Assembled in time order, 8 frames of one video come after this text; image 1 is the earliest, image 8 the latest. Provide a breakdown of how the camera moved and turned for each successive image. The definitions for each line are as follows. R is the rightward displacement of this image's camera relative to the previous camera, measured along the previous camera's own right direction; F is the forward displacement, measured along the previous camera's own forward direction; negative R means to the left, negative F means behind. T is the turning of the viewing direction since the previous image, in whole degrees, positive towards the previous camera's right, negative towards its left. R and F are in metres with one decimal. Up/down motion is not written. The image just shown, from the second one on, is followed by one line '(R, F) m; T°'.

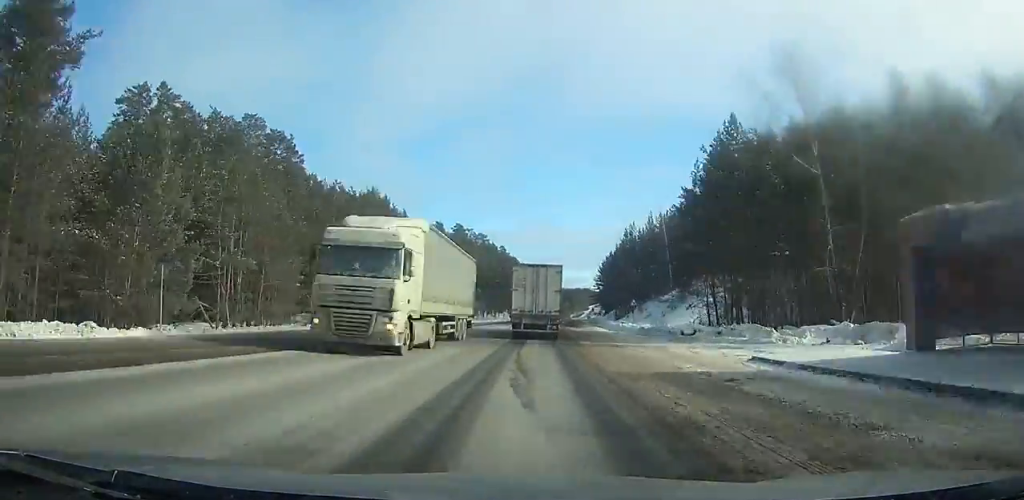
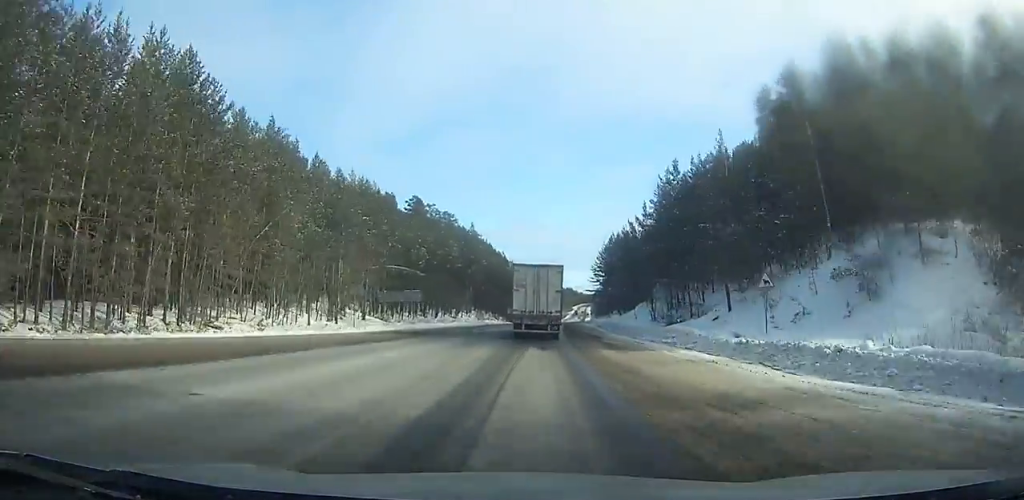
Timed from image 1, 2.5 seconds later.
(+1.0, +40.5) m; +2°
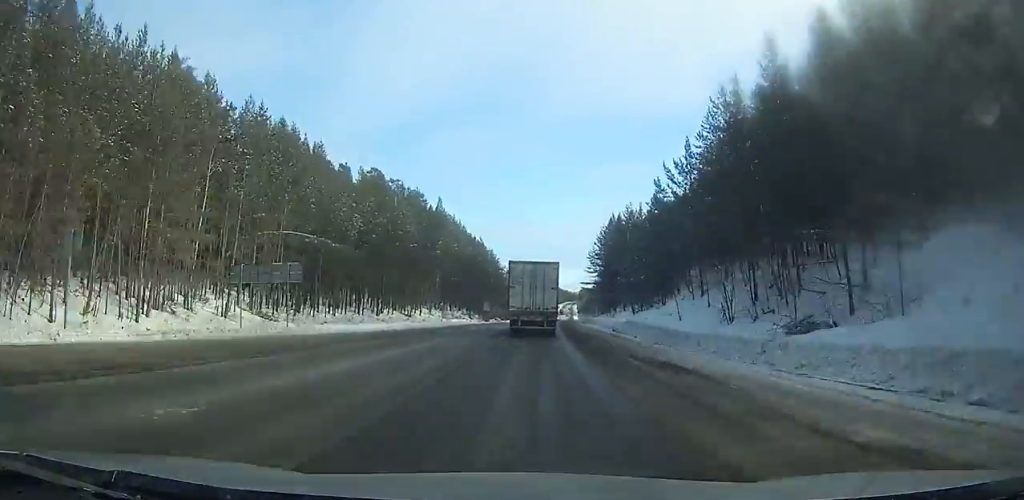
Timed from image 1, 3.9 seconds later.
(+0.3, +23.0) m; +1°
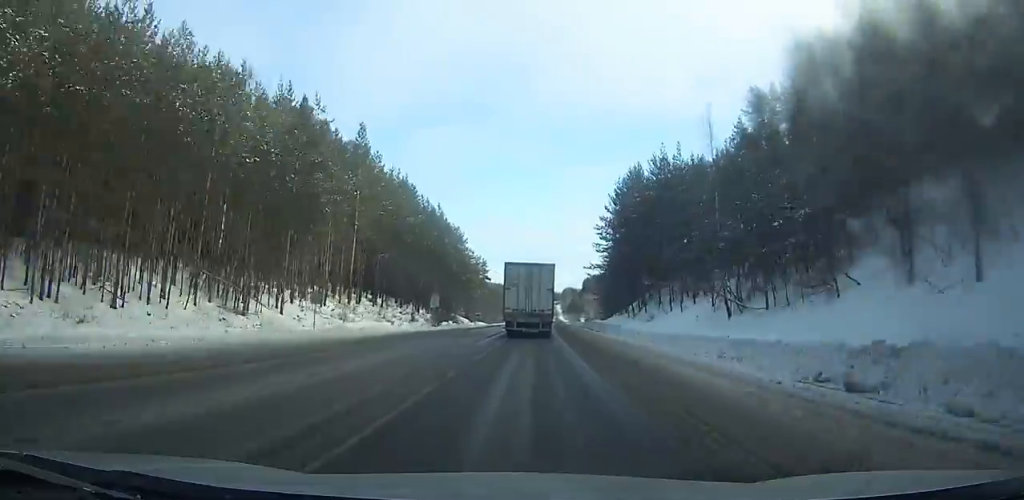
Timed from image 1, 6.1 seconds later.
(+0.4, +36.4) m; +2°
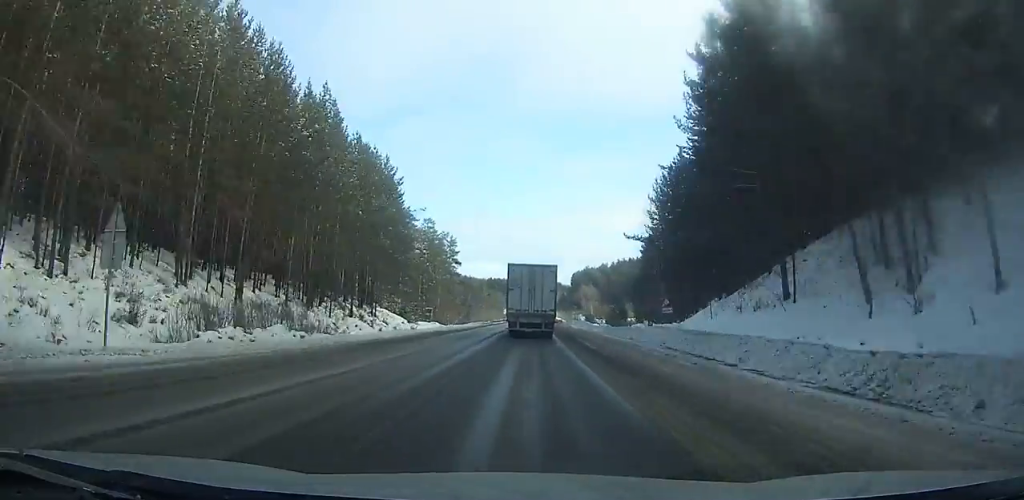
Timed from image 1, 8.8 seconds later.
(+0.8, +45.4) m; +1°
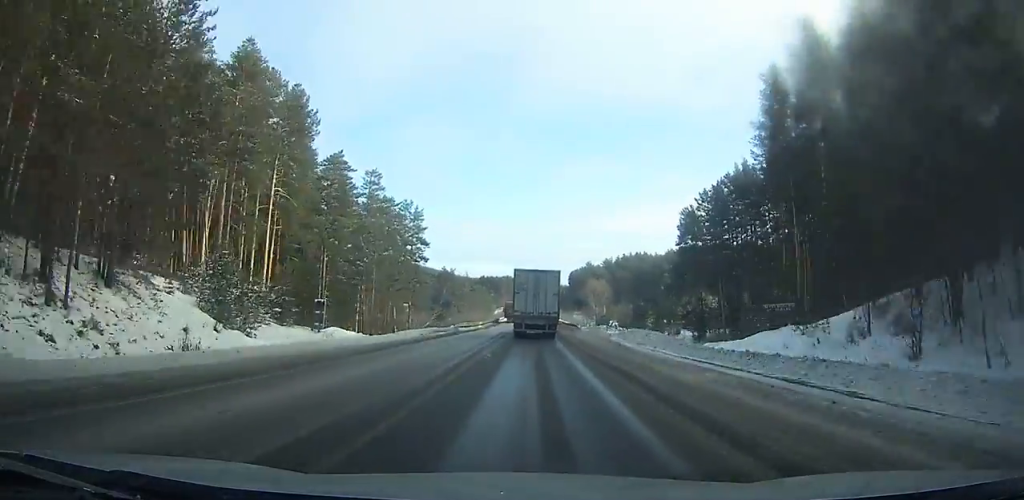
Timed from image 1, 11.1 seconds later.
(+0.2, +39.5) m; +1°
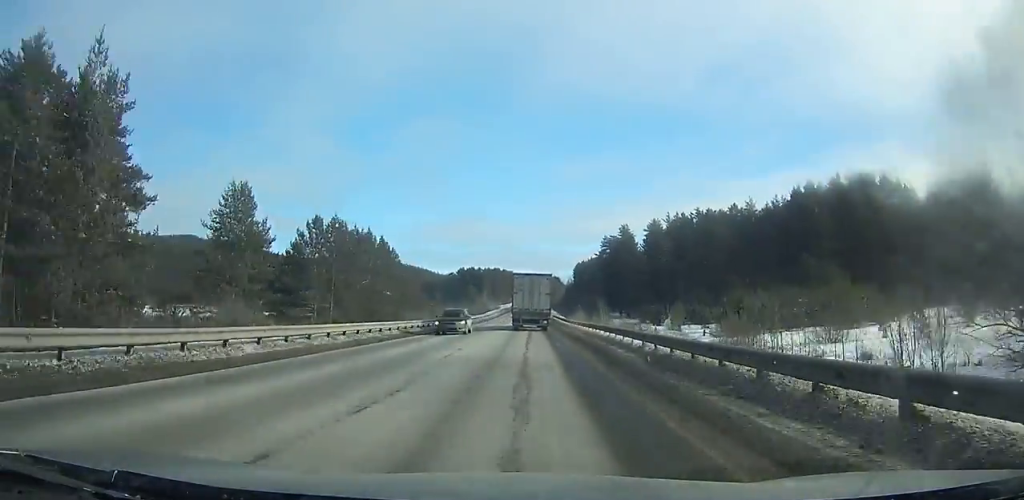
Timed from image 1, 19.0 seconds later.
(+3.3, +143.7) m; +1°
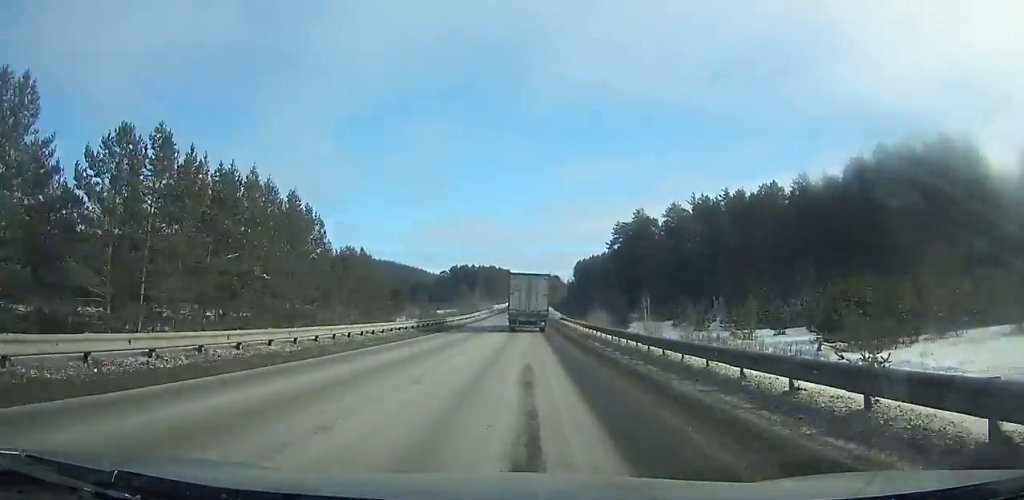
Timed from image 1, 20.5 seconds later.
(-0.4, +28.8) m; 0°
